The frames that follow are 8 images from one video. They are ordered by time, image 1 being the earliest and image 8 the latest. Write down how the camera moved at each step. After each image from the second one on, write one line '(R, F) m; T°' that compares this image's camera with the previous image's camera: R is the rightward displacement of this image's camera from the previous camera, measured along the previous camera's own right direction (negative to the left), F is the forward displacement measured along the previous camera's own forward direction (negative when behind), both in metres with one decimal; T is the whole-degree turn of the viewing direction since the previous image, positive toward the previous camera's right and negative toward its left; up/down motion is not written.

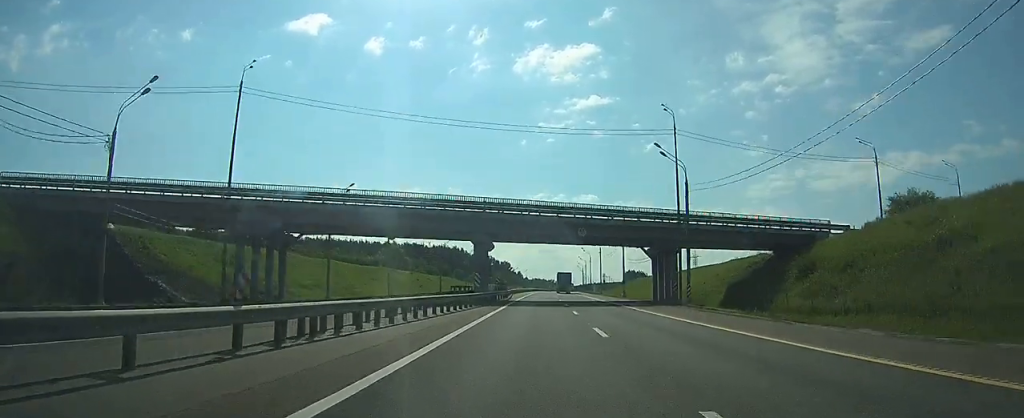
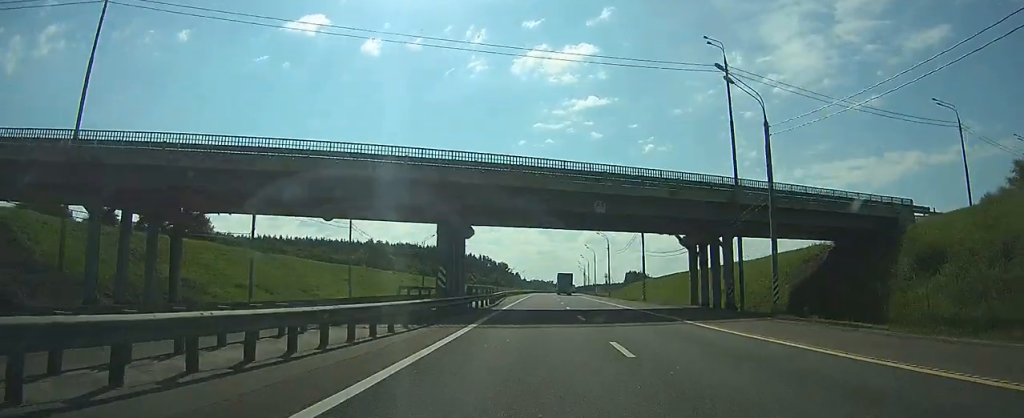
(+0.1, +16.1) m; 0°
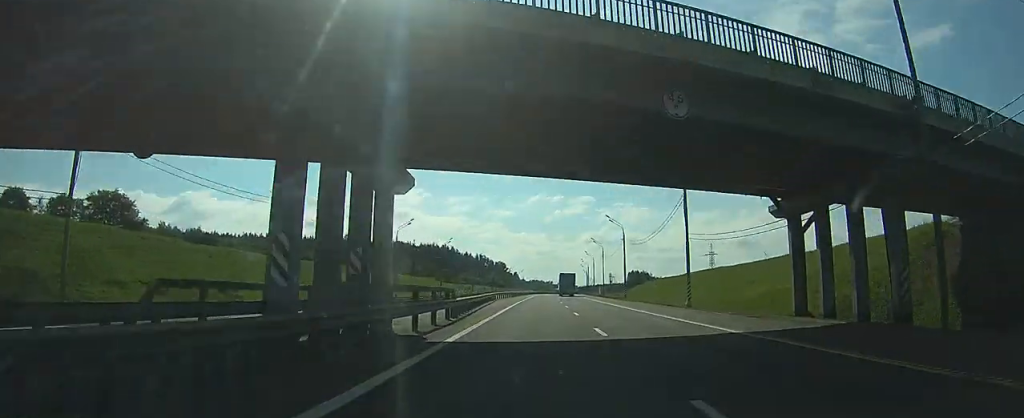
(0.0, +19.1) m; 0°
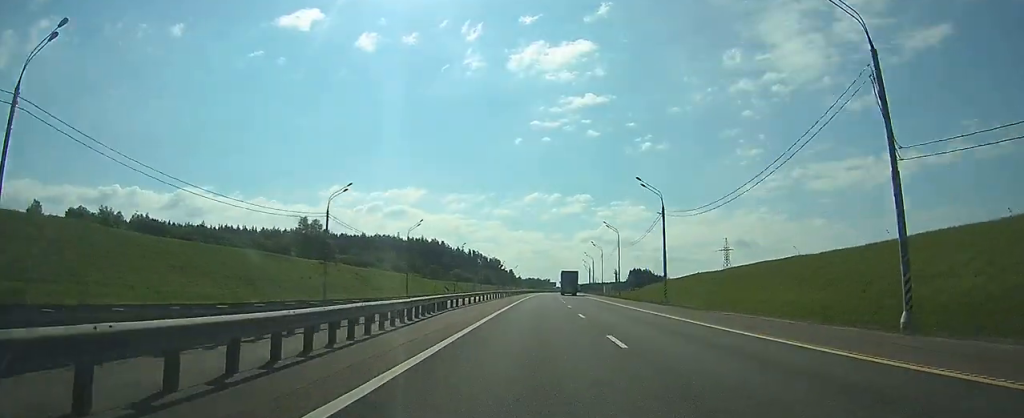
(0.0, +27.2) m; 0°
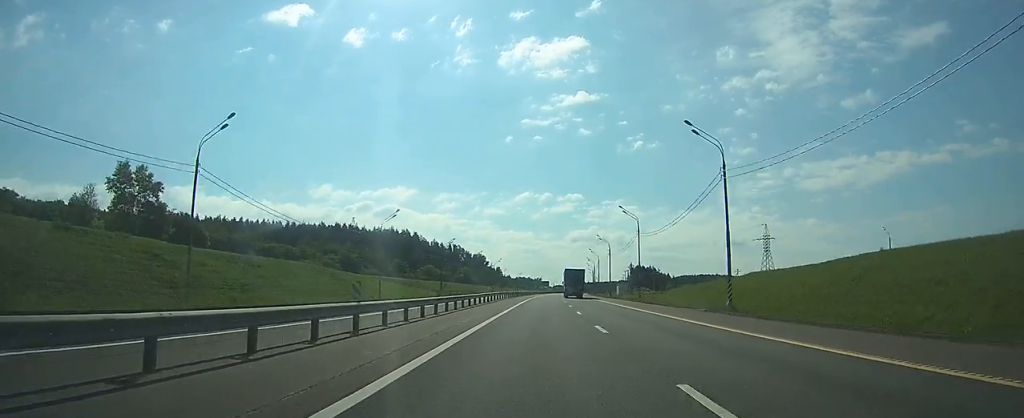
(0.0, +55.5) m; 0°
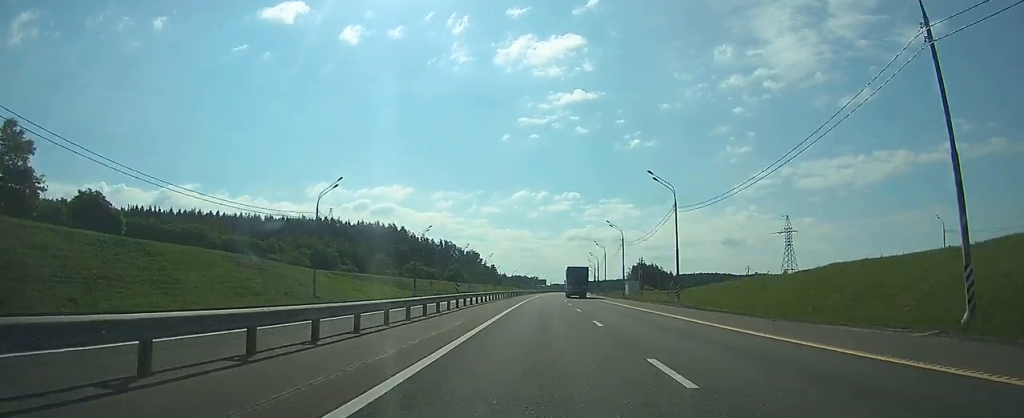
(+0.1, +21.2) m; +1°
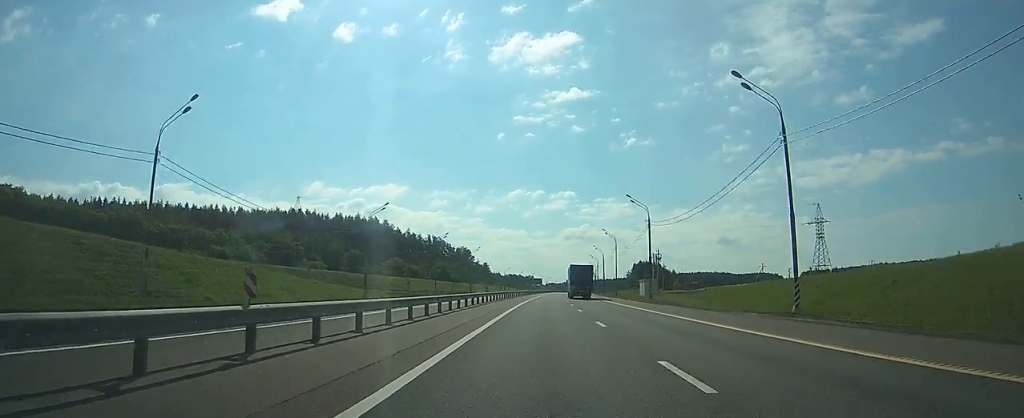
(+0.2, +24.3) m; +1°
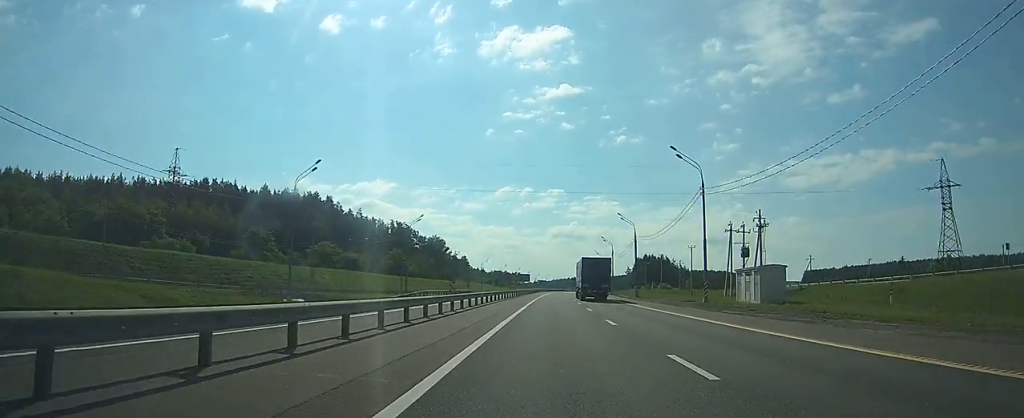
(+0.5, +58.9) m; +1°
